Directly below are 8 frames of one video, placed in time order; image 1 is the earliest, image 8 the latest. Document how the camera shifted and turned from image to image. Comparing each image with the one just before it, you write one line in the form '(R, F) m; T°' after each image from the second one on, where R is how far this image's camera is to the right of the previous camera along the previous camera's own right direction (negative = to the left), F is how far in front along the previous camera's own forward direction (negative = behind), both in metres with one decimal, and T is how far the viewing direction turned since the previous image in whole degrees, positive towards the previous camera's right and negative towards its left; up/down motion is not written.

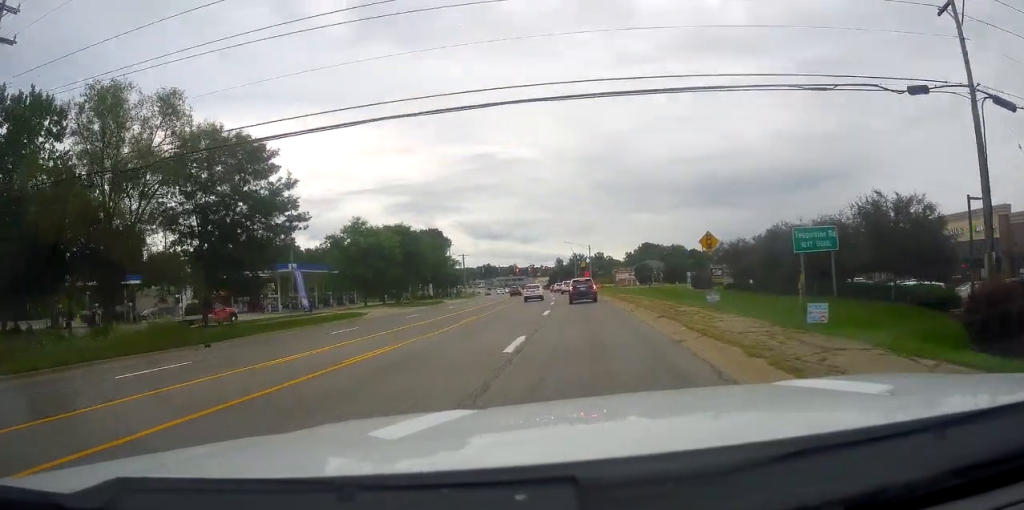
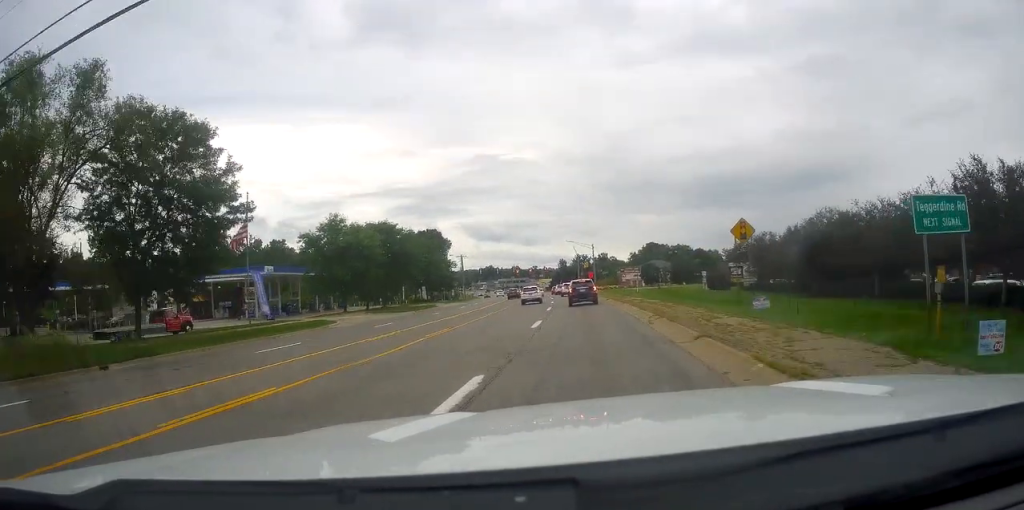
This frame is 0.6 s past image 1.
(0.0, +7.9) m; 0°
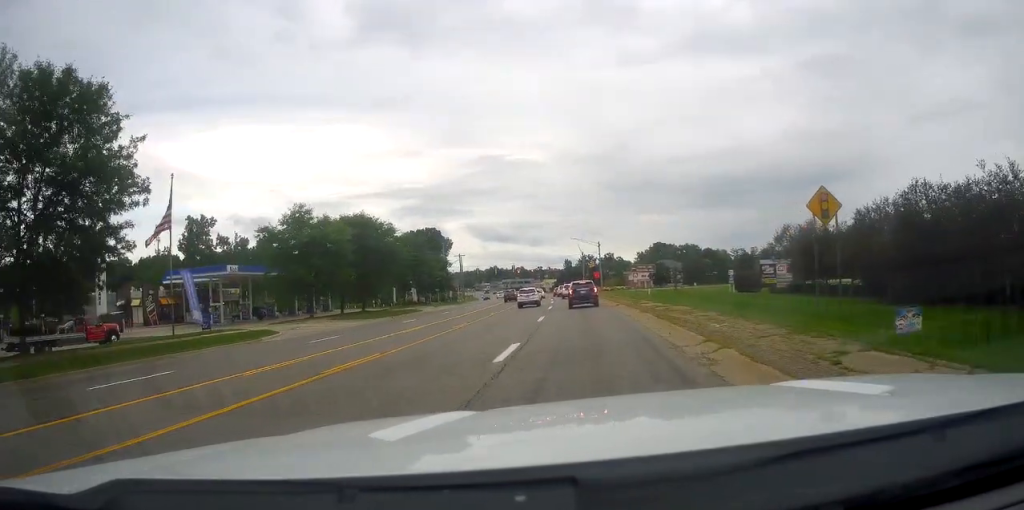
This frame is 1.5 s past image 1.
(0.0, +10.7) m; -1°
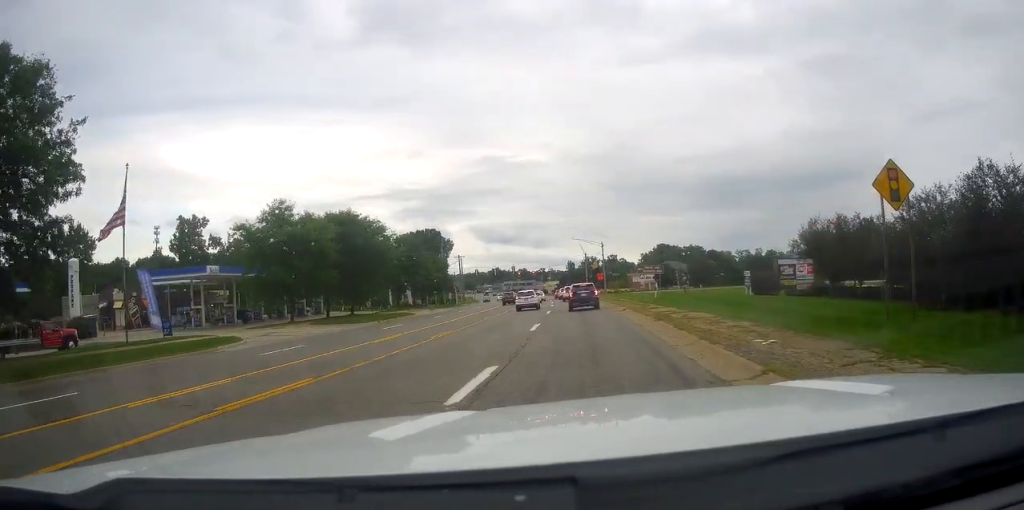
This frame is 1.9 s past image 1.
(0.0, +4.7) m; 0°
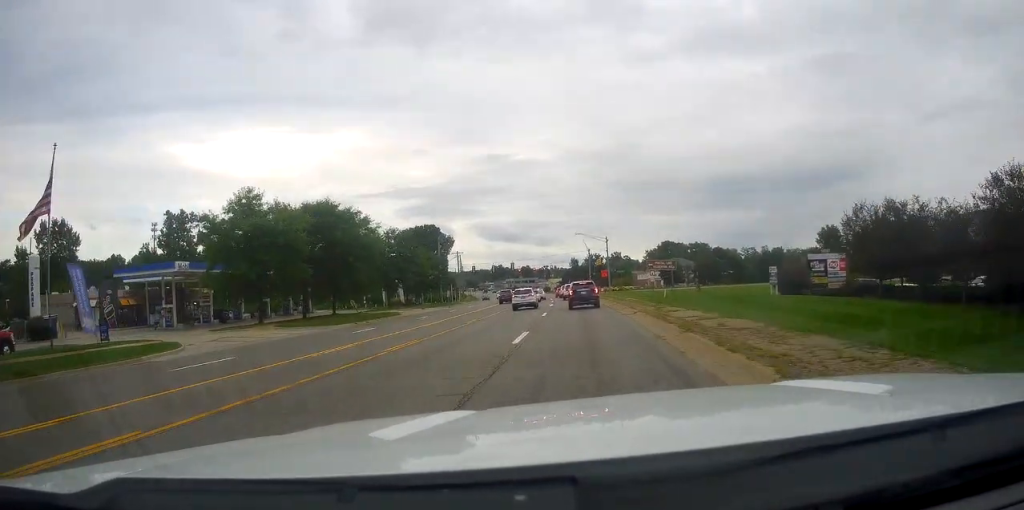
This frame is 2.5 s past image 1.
(0.0, +6.4) m; -1°
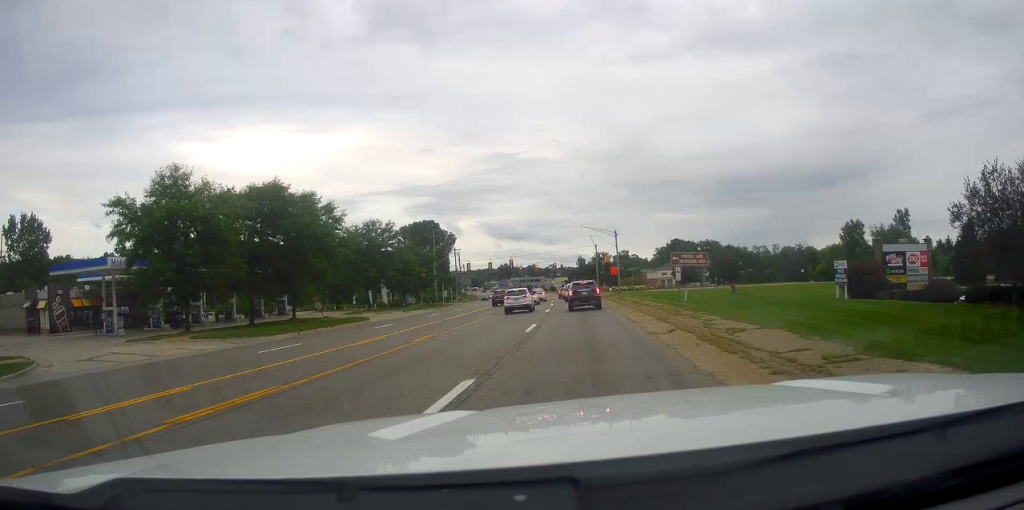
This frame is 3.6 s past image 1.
(-0.3, +10.5) m; -3°
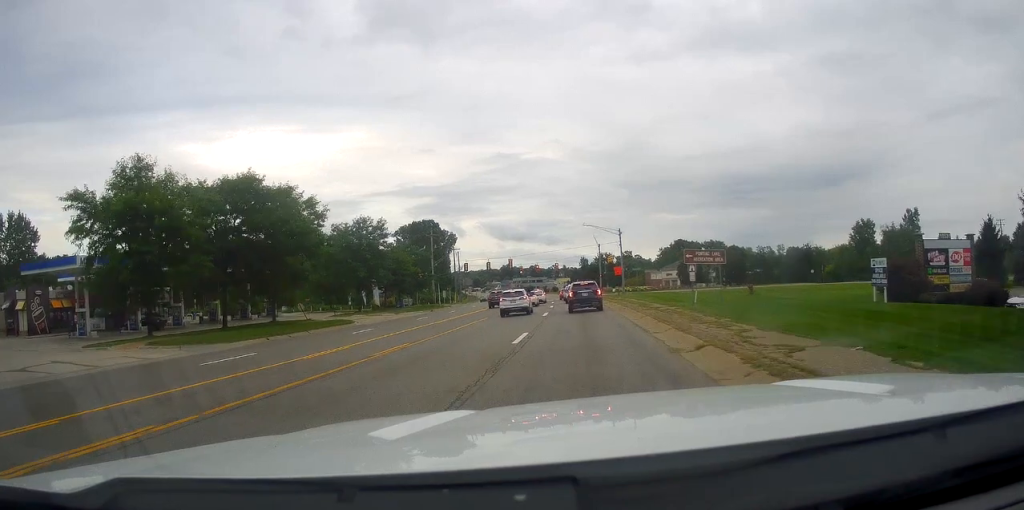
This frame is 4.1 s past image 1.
(-0.3, +4.1) m; +1°
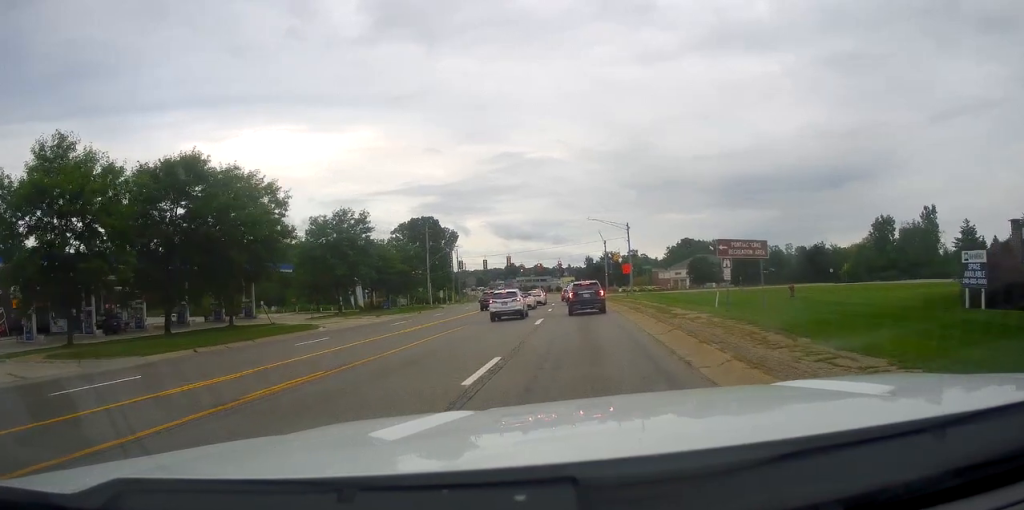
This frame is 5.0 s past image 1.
(+0.3, +7.3) m; +1°
